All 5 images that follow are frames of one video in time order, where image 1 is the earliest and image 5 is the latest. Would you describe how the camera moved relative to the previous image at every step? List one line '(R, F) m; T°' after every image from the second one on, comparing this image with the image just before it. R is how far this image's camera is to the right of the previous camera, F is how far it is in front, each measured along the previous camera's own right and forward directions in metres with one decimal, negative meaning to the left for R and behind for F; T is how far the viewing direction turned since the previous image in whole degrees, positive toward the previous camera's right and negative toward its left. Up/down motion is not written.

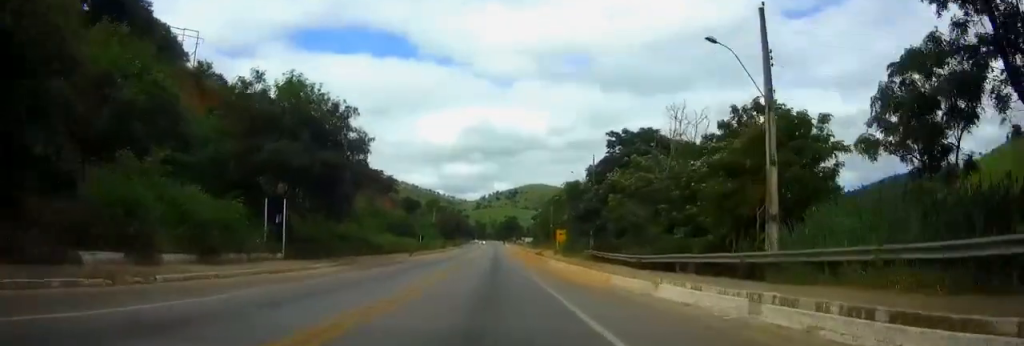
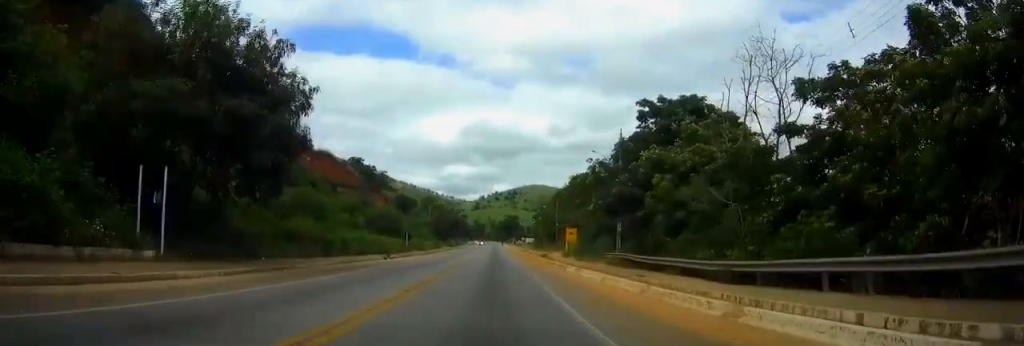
(0.0, +13.8) m; 0°
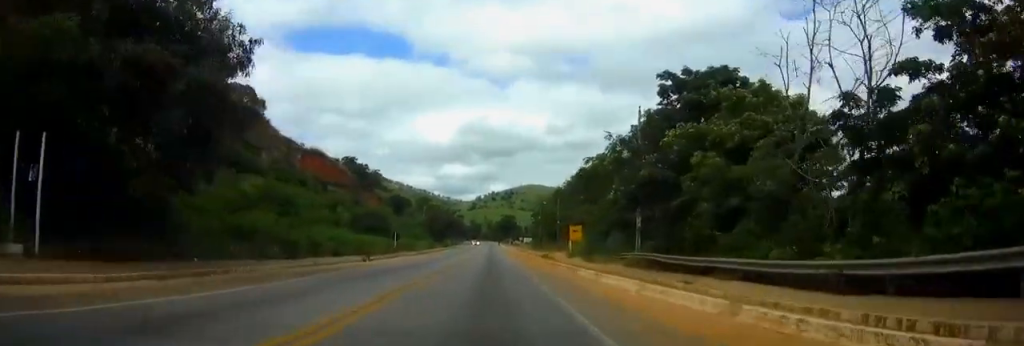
(0.0, +7.3) m; 0°
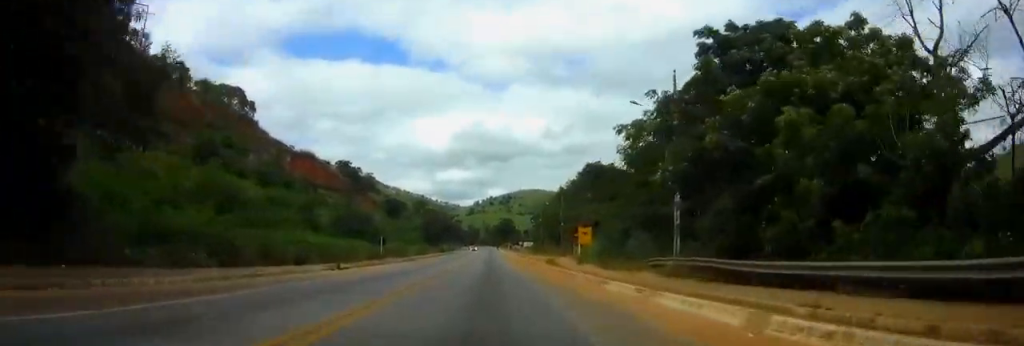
(0.0, +8.6) m; 0°
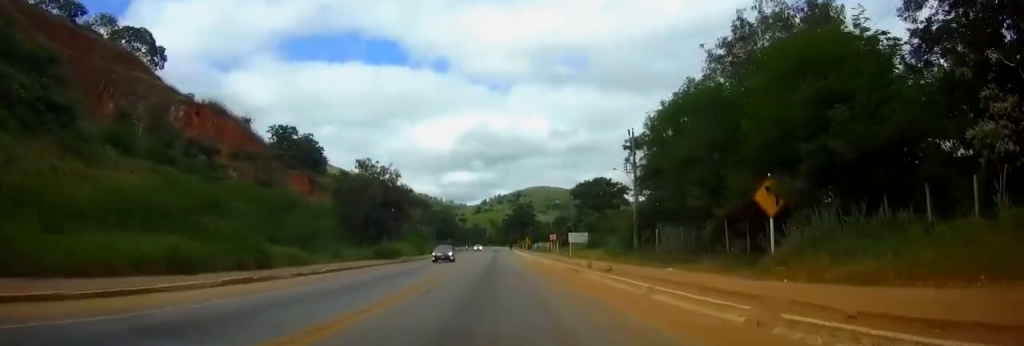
(-0.9, +79.1) m; 0°
